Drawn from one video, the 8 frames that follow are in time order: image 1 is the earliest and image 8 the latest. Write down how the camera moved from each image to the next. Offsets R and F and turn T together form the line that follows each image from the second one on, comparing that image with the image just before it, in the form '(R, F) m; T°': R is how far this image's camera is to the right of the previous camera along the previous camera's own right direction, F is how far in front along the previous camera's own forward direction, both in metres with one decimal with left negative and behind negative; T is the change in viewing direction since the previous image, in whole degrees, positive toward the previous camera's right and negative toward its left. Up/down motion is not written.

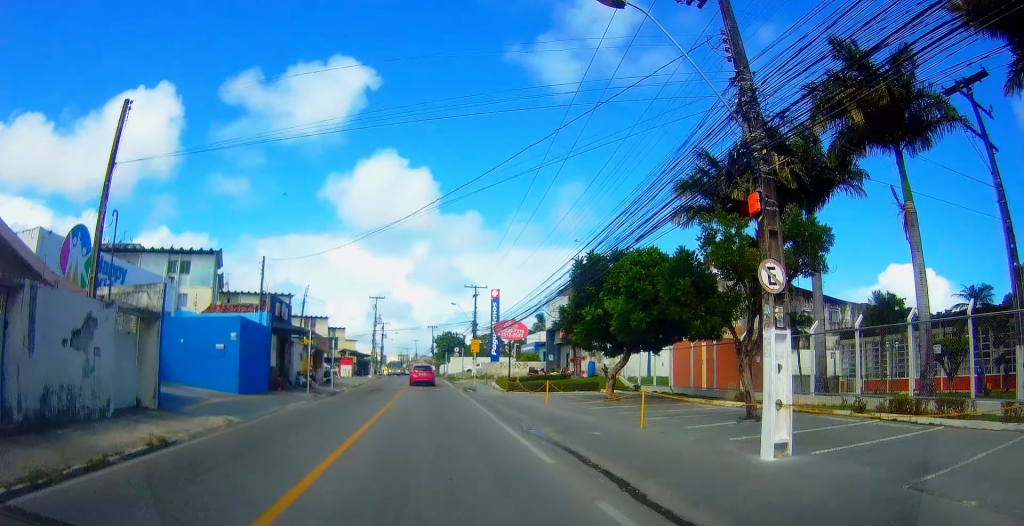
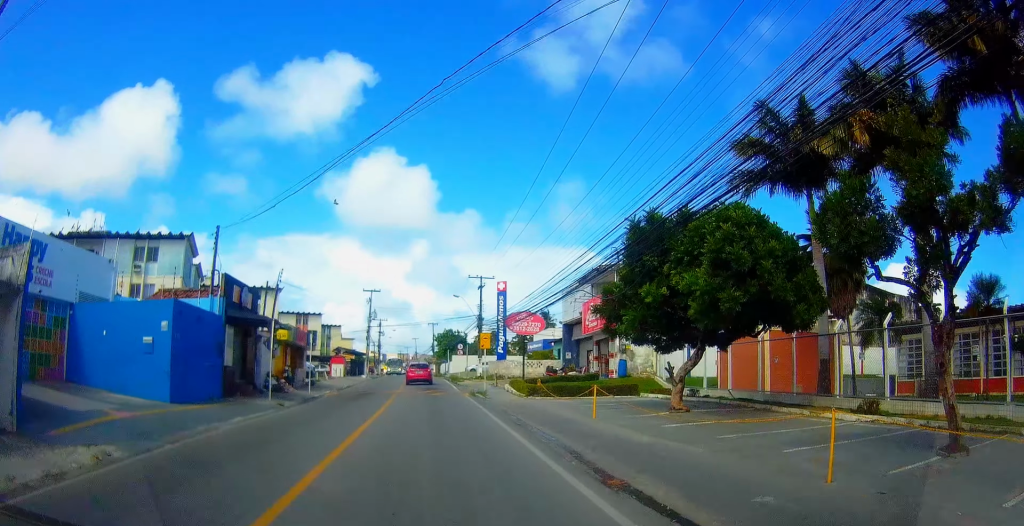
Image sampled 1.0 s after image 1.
(-0.2, +6.4) m; 0°
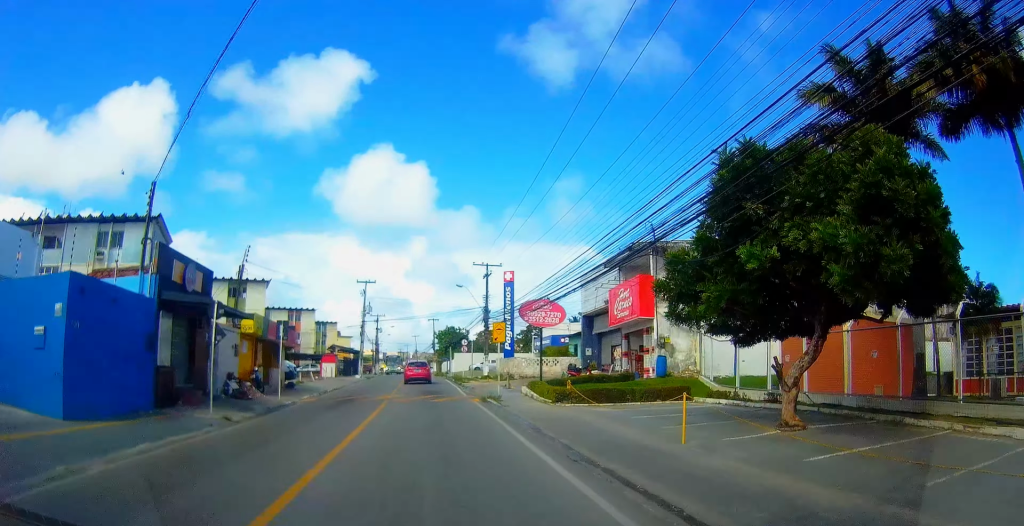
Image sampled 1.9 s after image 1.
(0.0, +5.5) m; +3°
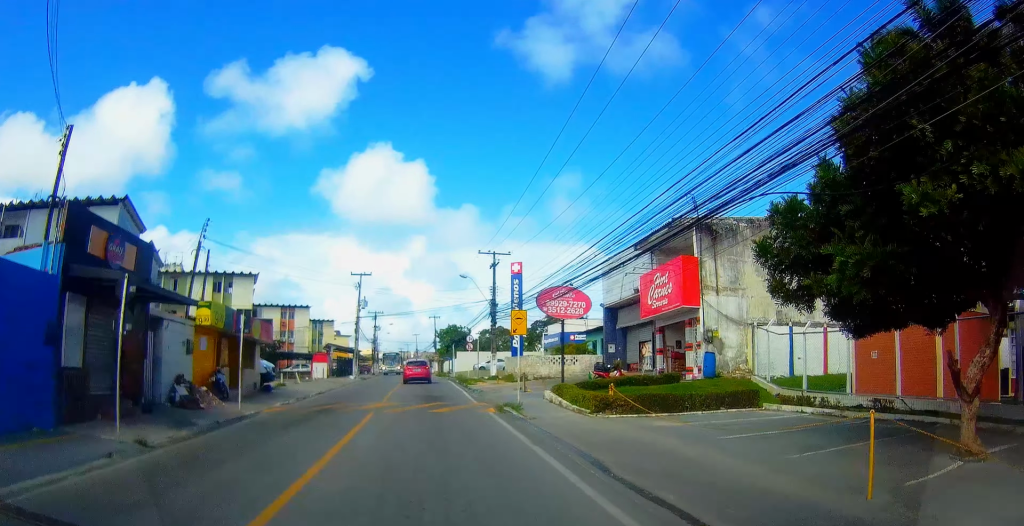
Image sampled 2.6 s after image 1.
(+0.4, +4.6) m; +2°
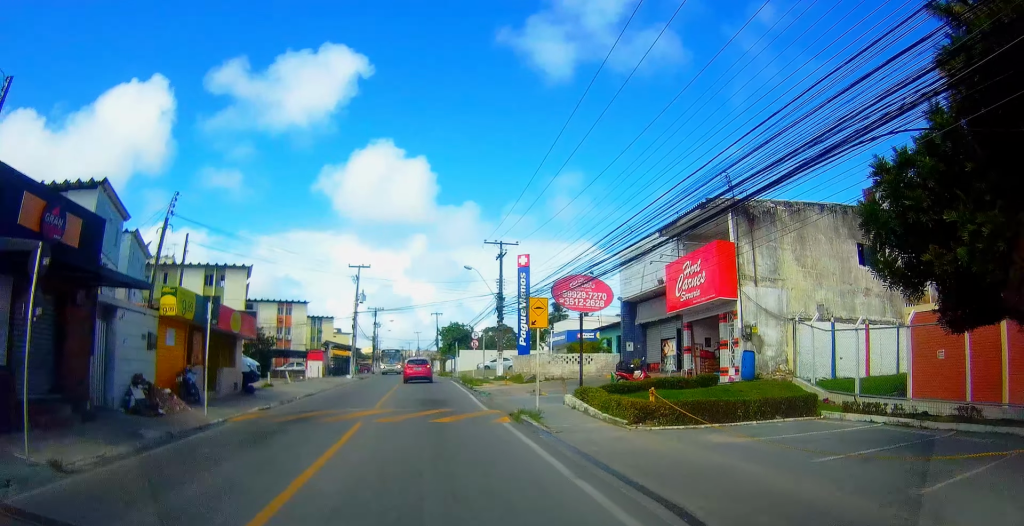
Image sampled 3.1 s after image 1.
(-0.1, +2.8) m; -3°
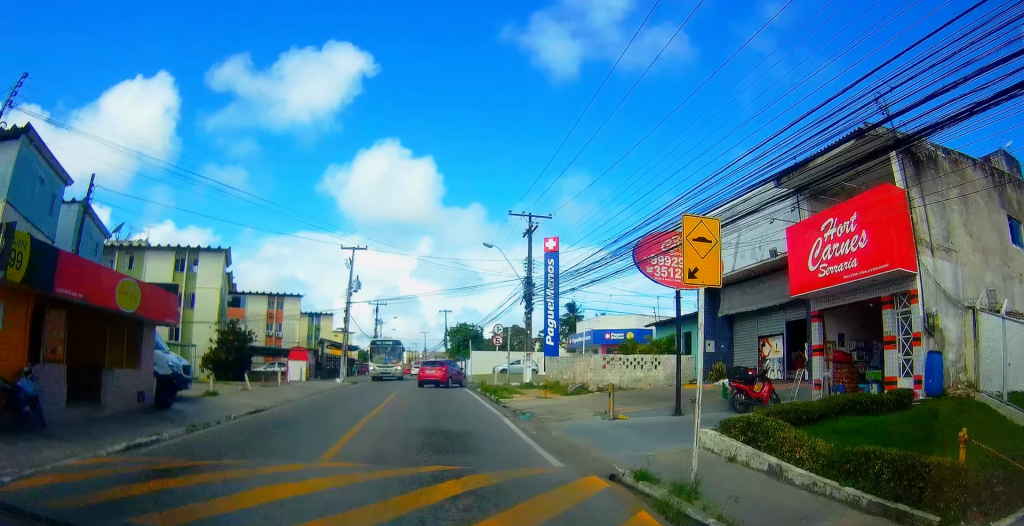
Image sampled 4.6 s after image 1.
(-0.7, +8.8) m; -3°
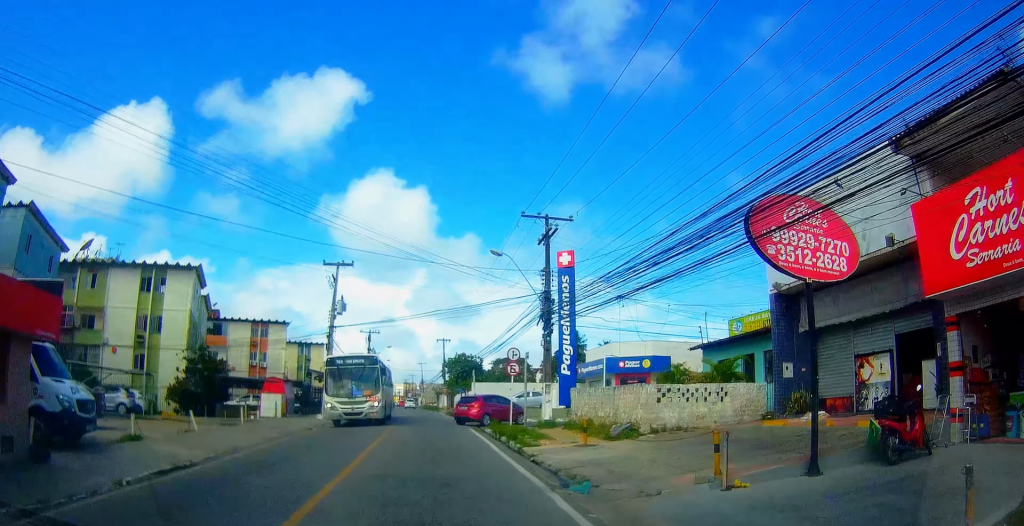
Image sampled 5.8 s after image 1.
(+0.4, +6.3) m; +4°
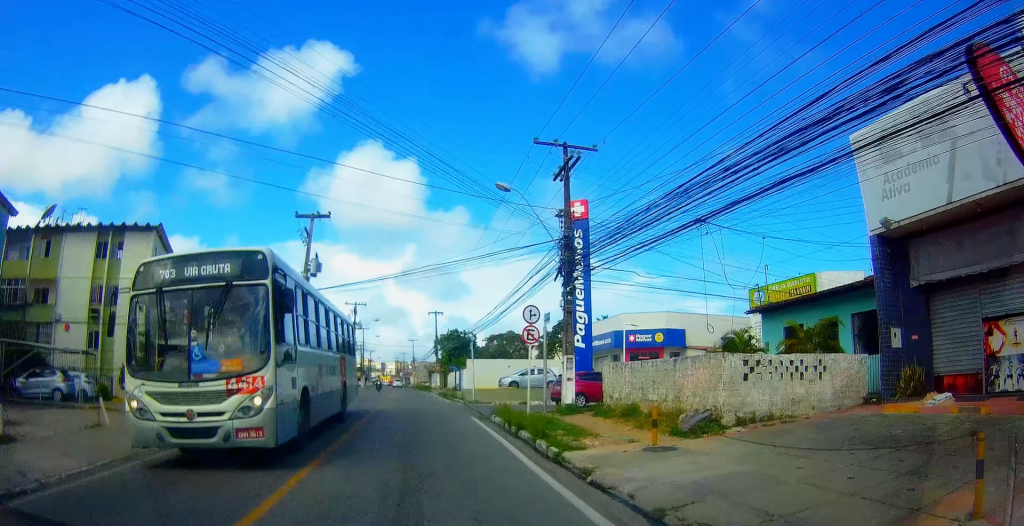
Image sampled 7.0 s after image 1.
(0.0, +6.1) m; 0°
